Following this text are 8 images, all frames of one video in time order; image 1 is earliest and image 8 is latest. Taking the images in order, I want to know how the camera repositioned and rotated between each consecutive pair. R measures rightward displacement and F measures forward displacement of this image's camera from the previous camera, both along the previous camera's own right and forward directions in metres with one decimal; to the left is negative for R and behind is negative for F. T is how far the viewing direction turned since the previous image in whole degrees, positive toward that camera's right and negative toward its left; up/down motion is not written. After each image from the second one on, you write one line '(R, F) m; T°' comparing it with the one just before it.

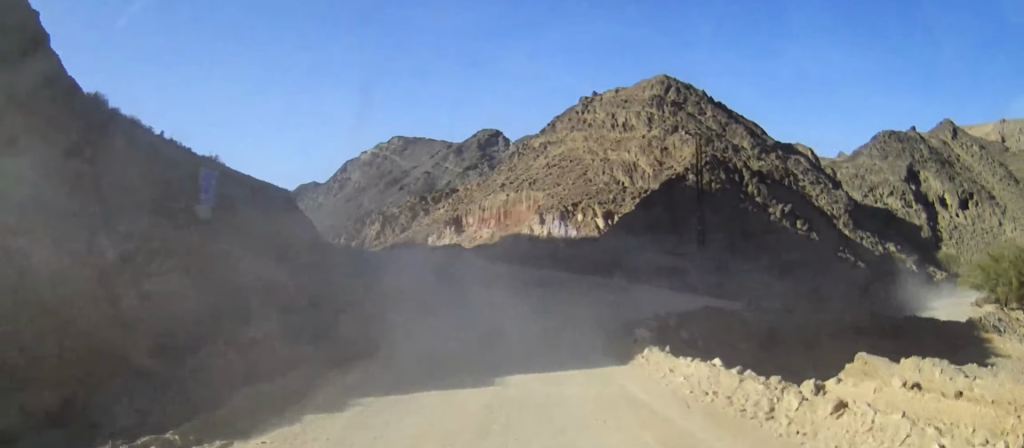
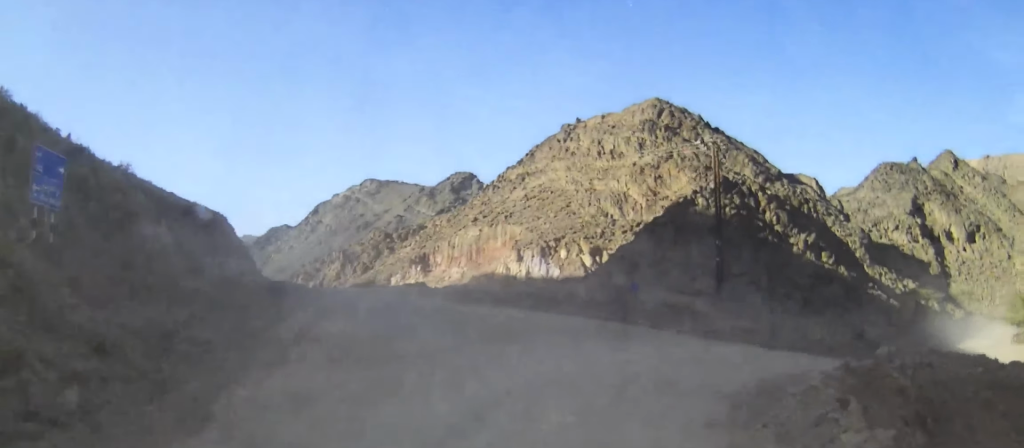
(+0.3, +8.6) m; +6°
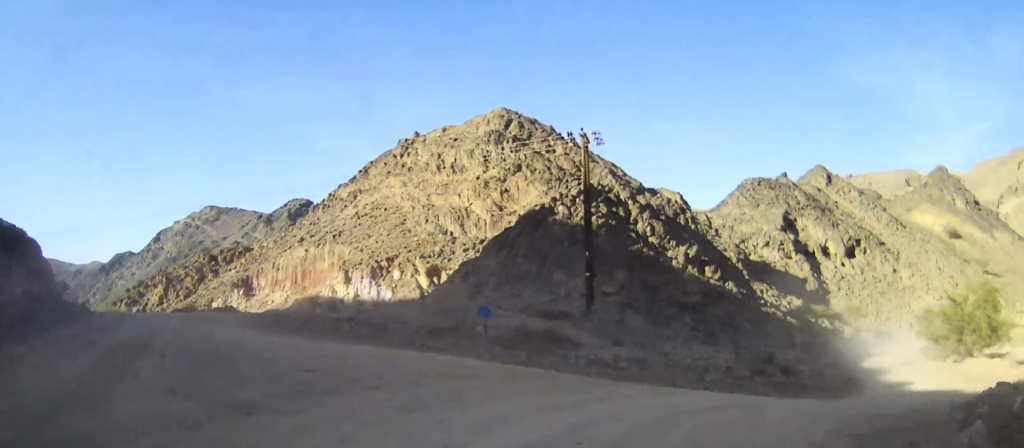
(+0.6, +7.3) m; +13°
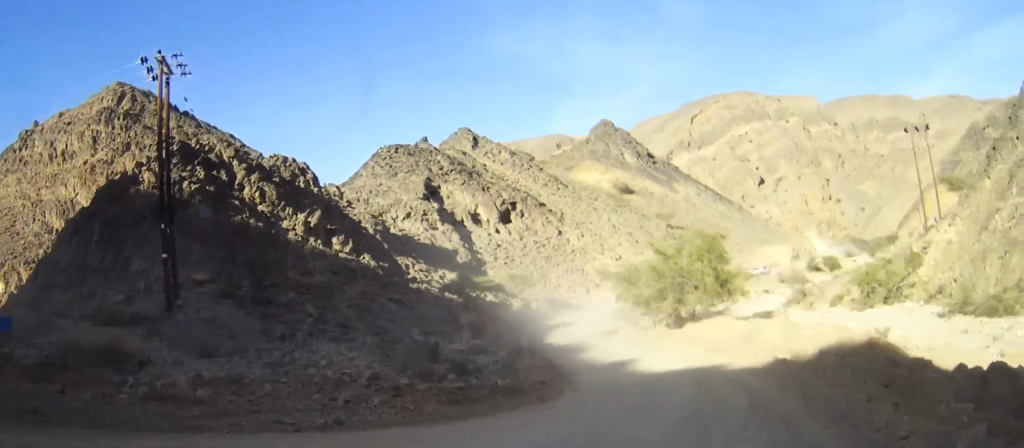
(+1.9, +9.6) m; +21°
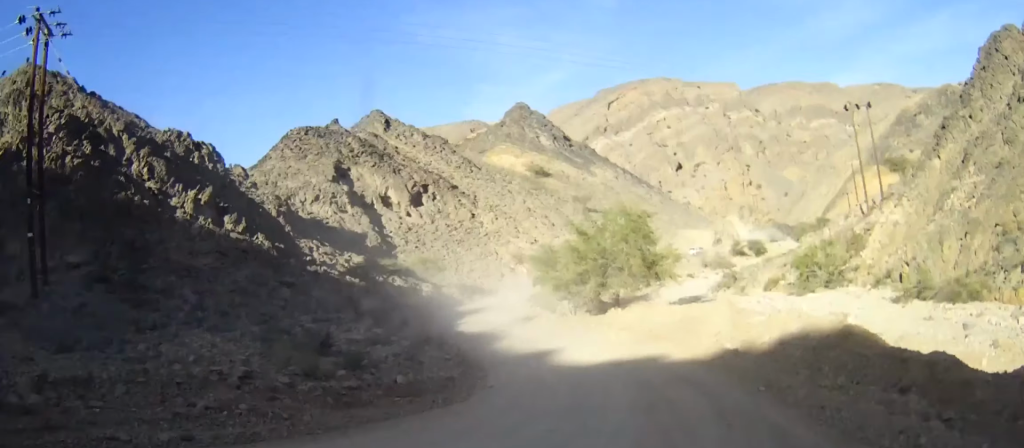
(+0.1, +3.0) m; +5°
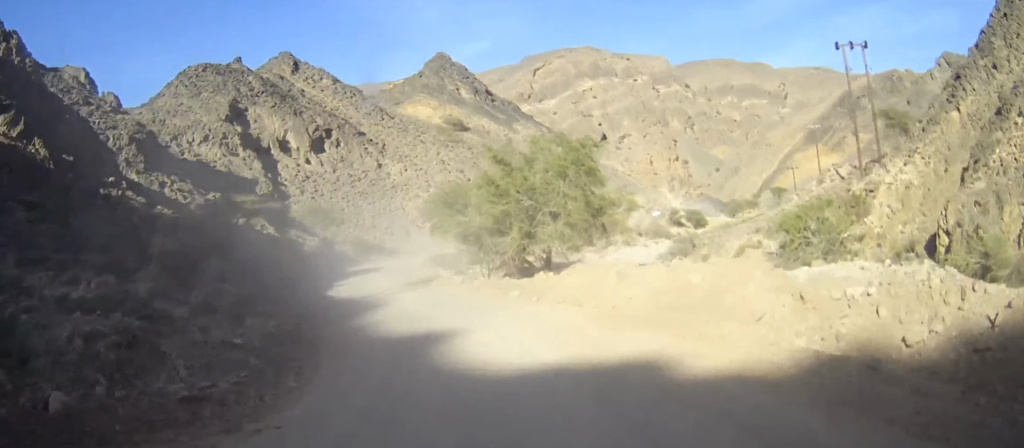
(+0.9, +9.6) m; +6°
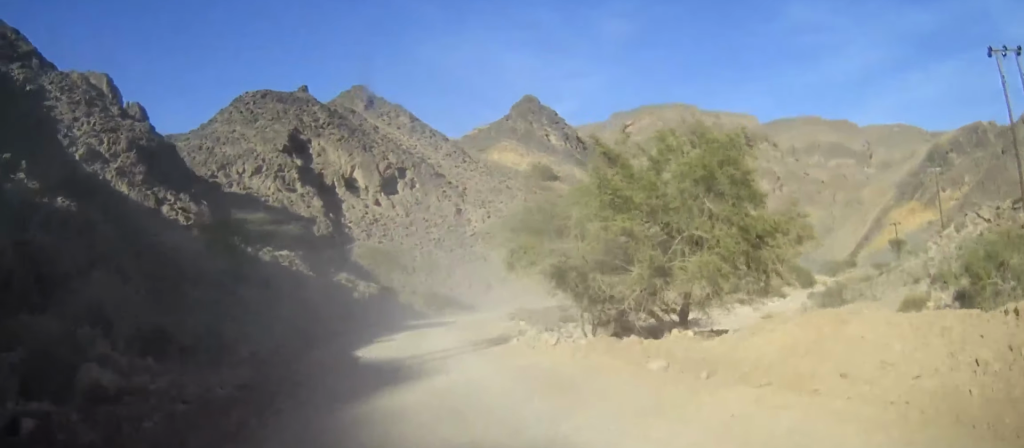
(+0.1, +9.3) m; -2°
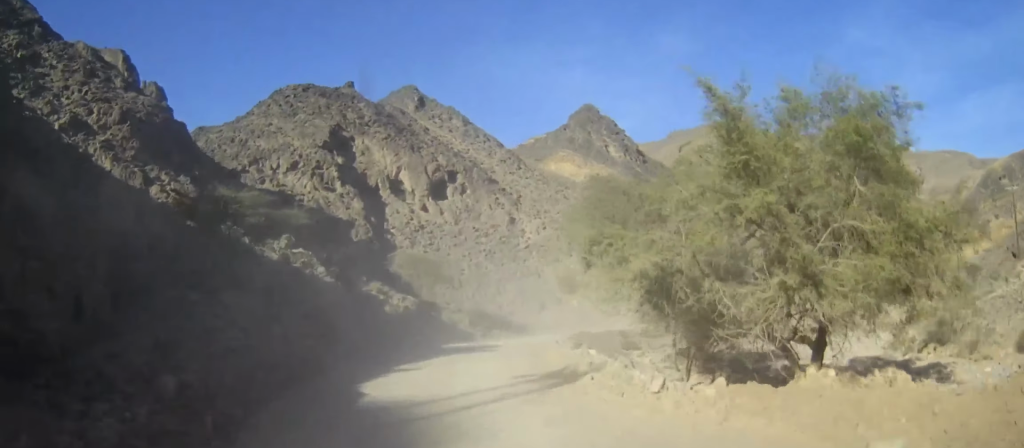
(0.0, +5.3) m; -2°
